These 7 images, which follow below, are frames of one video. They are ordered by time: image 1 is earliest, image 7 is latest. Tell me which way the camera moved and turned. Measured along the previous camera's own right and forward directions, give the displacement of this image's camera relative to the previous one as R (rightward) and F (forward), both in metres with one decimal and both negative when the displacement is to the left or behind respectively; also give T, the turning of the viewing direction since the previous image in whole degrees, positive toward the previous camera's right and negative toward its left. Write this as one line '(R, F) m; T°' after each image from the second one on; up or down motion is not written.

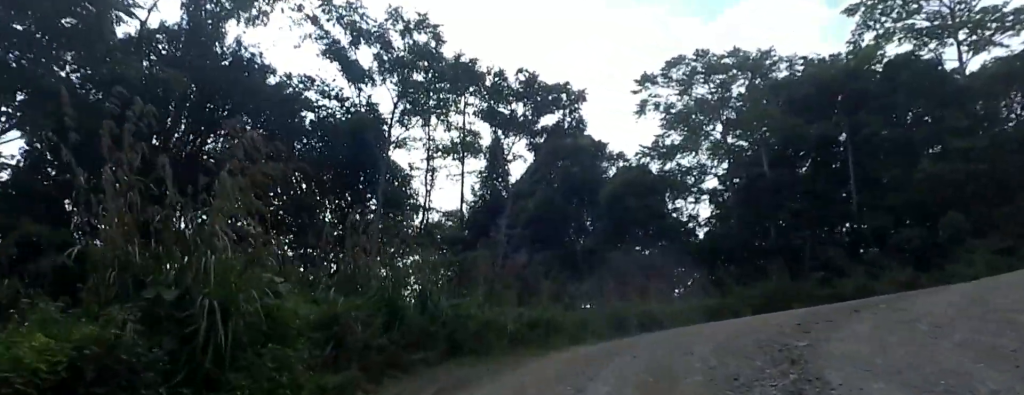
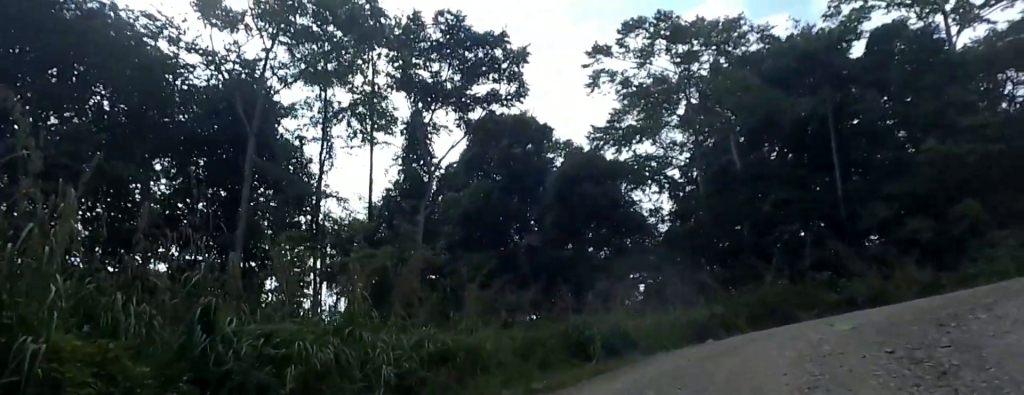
(0.0, +6.1) m; +22°
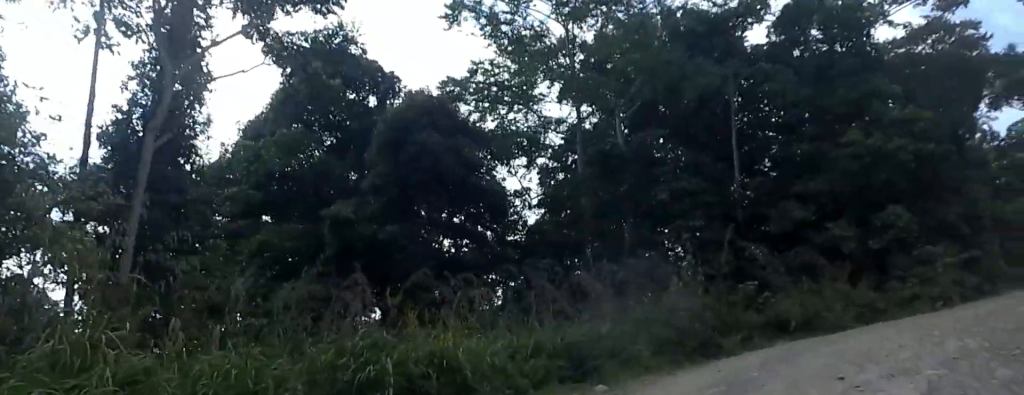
(+2.7, +7.9) m; +22°
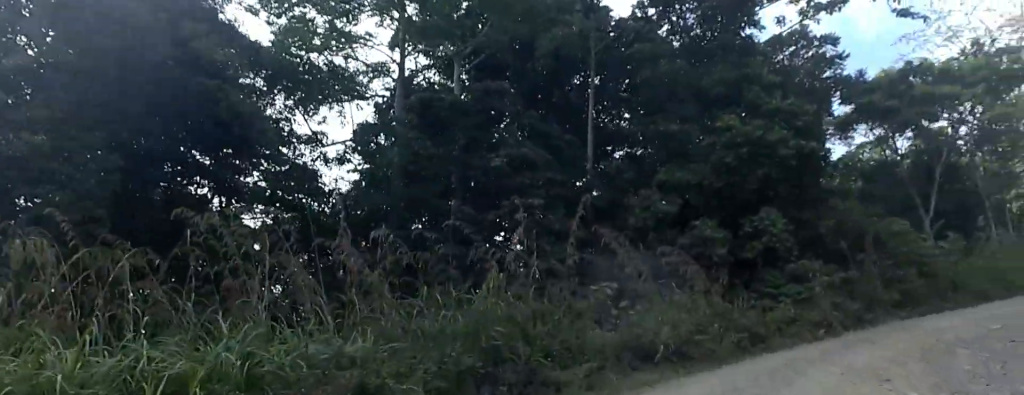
(+0.7, +6.1) m; +16°
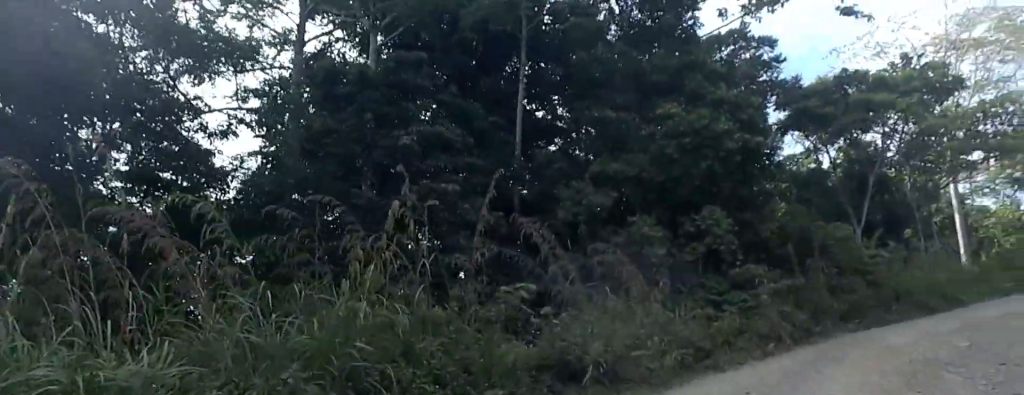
(+0.3, +2.6) m; +4°
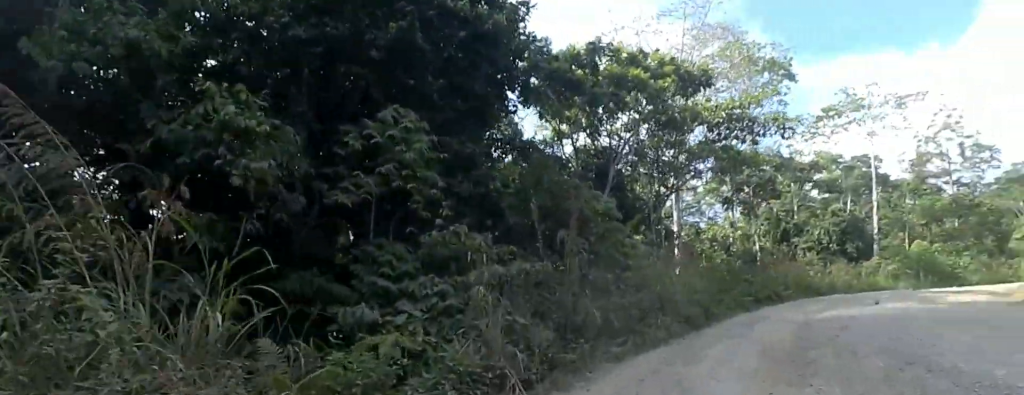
(+2.1, +8.9) m; +35°
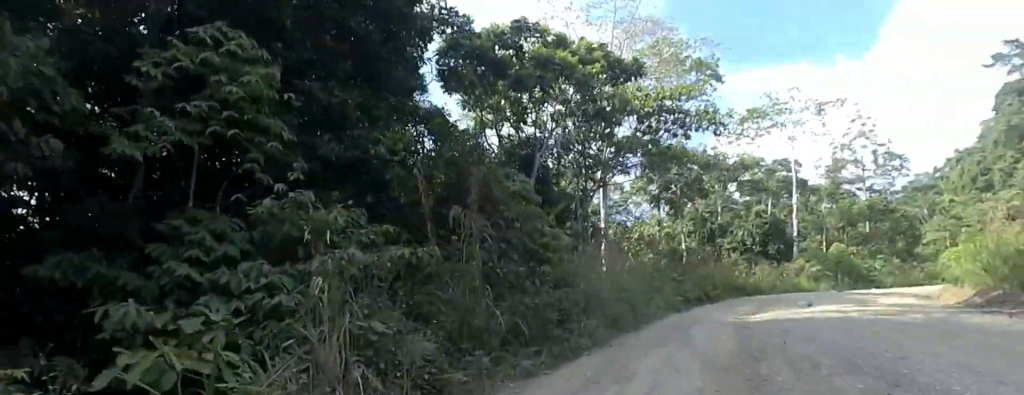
(+0.6, +2.5) m; +10°
